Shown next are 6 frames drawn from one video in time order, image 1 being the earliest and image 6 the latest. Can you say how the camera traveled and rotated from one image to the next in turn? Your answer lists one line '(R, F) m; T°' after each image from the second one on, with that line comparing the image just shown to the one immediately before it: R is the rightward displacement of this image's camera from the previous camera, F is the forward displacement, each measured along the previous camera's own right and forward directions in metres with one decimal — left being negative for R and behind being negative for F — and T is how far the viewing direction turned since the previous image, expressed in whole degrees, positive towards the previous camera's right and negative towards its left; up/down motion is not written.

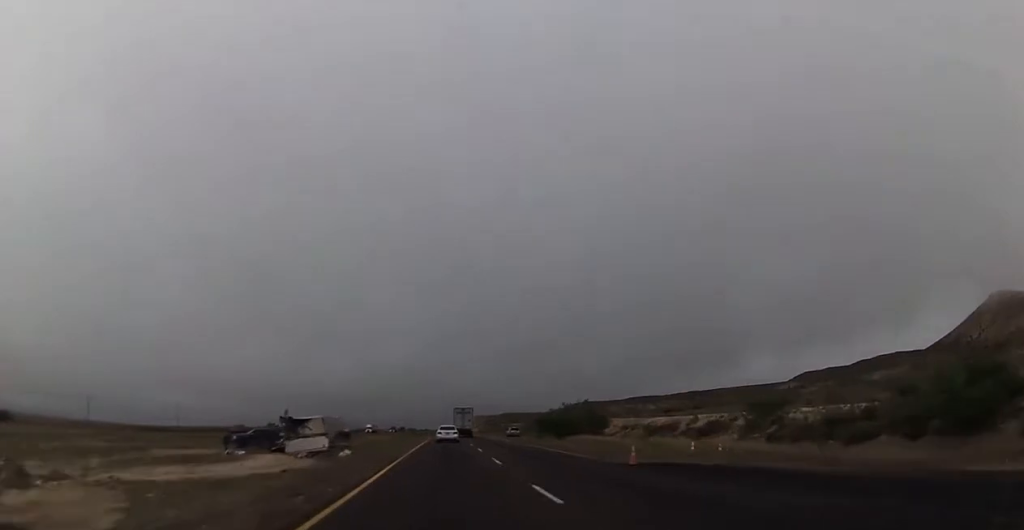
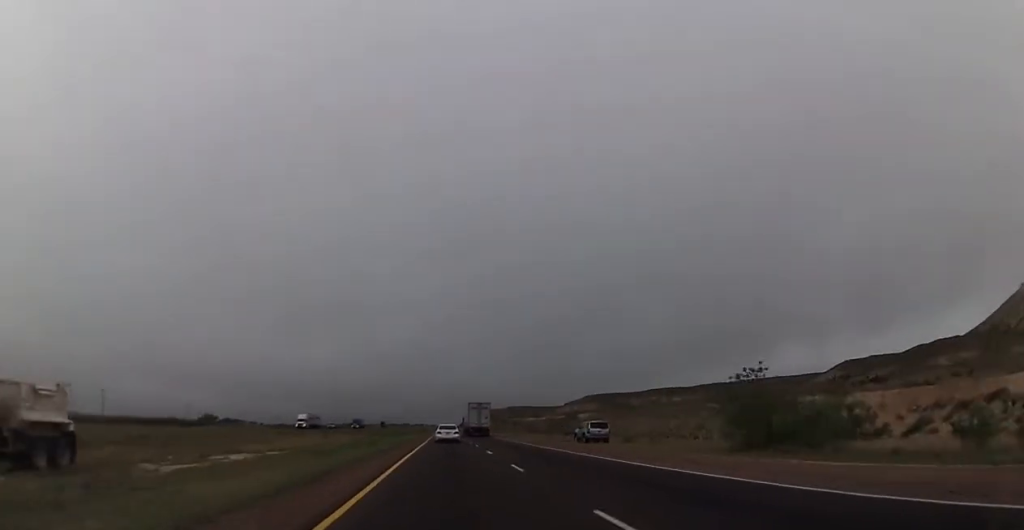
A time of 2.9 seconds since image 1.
(+0.1, +65.0) m; +1°
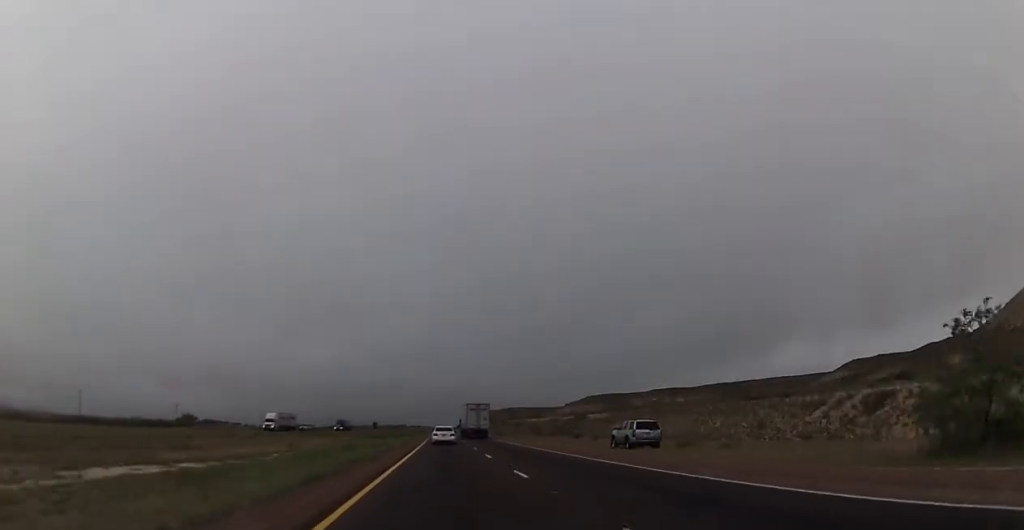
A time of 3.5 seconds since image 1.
(0.0, +13.6) m; 0°
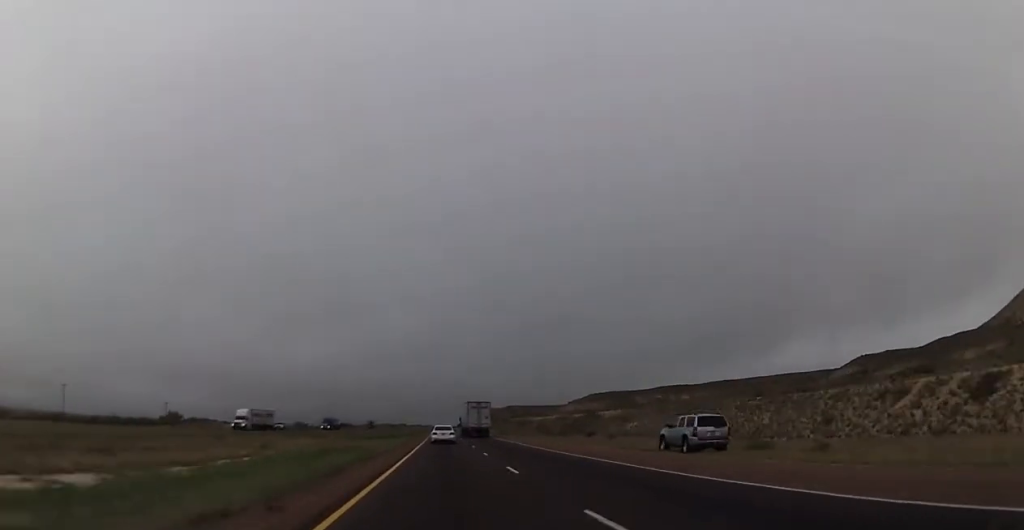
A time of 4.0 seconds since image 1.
(0.0, +10.0) m; 0°
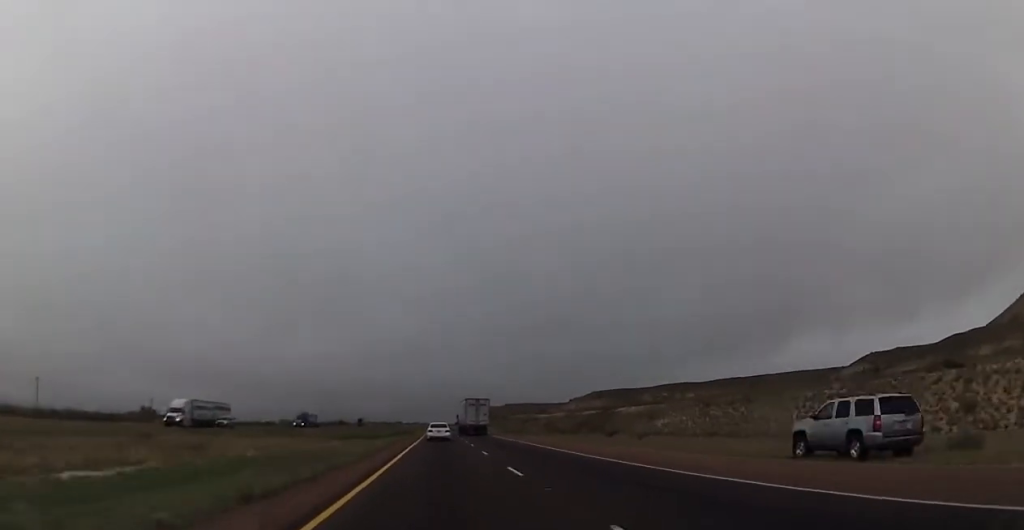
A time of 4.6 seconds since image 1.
(0.0, +14.0) m; -1°
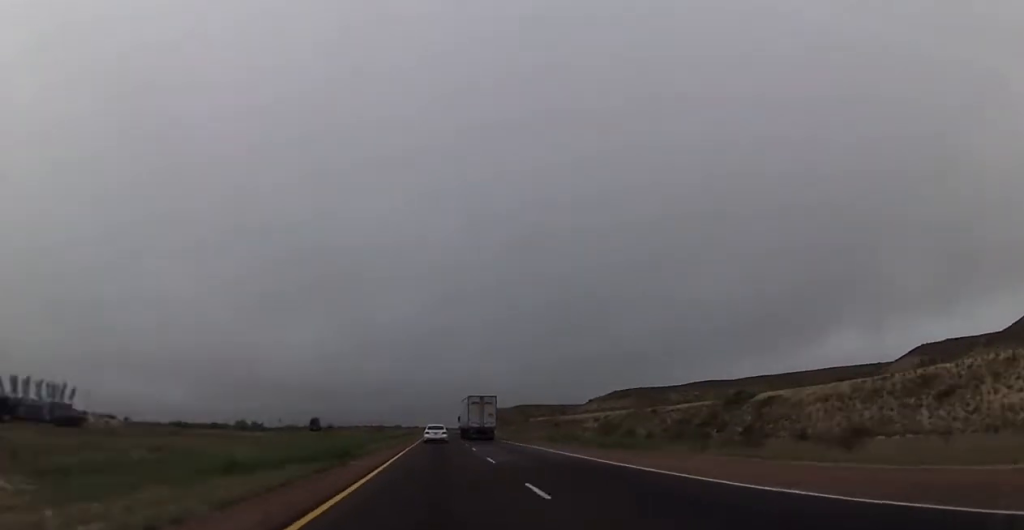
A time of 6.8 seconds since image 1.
(+0.3, +53.5) m; +1°
